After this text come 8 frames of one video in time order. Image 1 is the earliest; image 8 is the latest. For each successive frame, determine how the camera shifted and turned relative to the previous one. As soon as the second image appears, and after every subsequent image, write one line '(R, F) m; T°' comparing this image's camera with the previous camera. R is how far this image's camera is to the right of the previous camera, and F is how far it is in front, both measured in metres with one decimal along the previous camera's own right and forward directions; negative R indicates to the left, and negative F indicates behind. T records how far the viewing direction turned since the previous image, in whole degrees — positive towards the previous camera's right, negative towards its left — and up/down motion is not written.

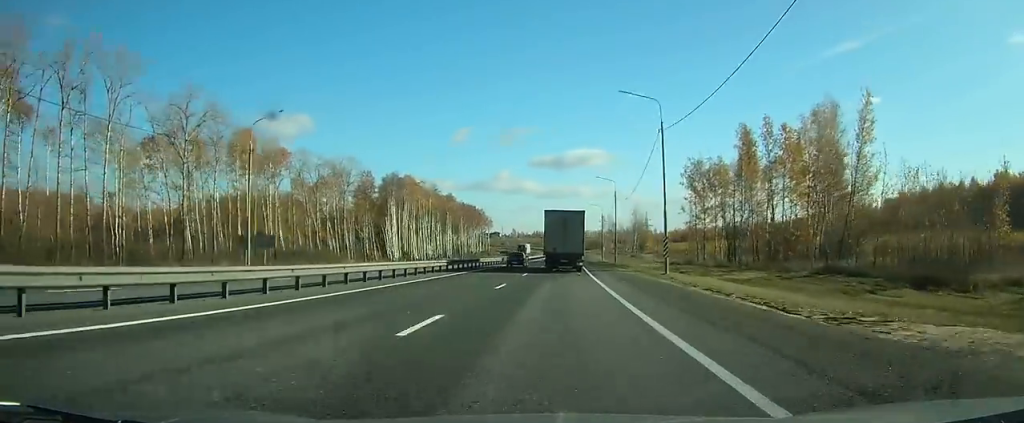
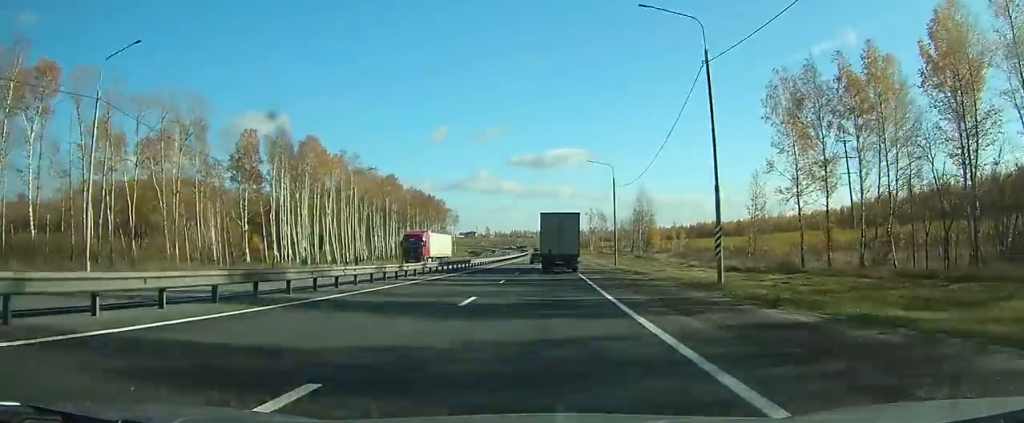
(+0.9, +54.7) m; +2°
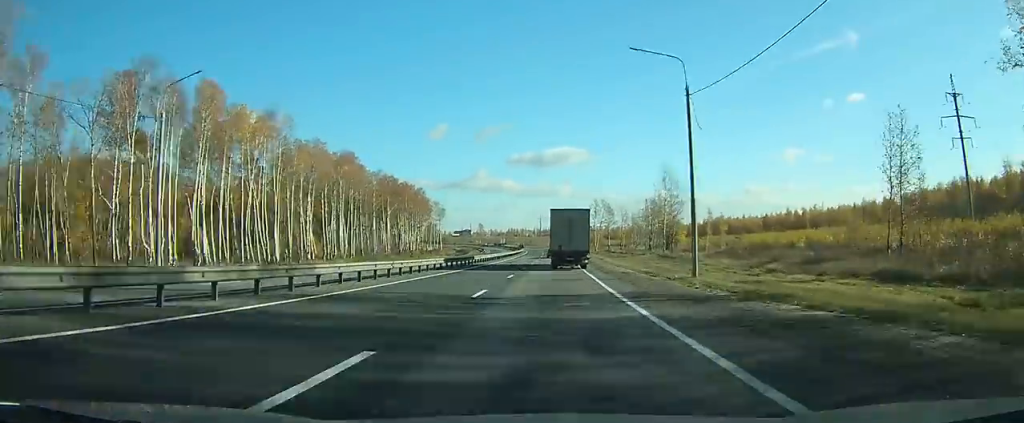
(+0.2, +32.9) m; 0°
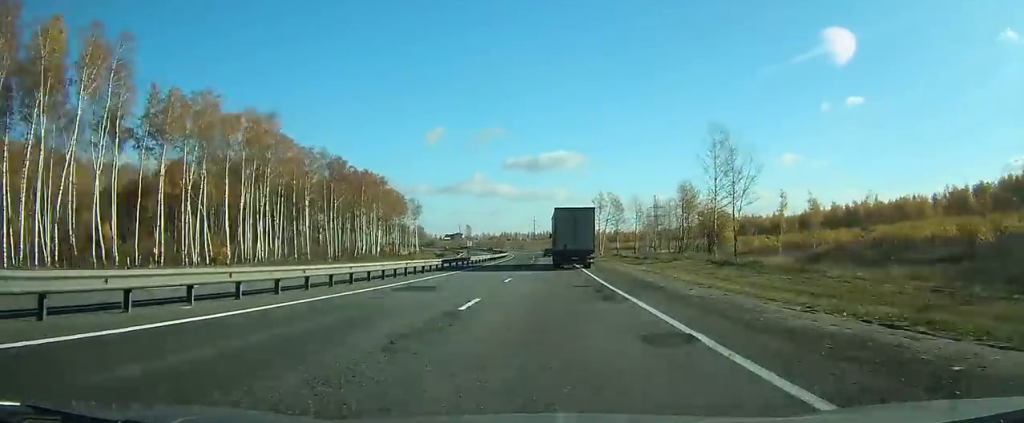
(+0.1, +37.0) m; 0°
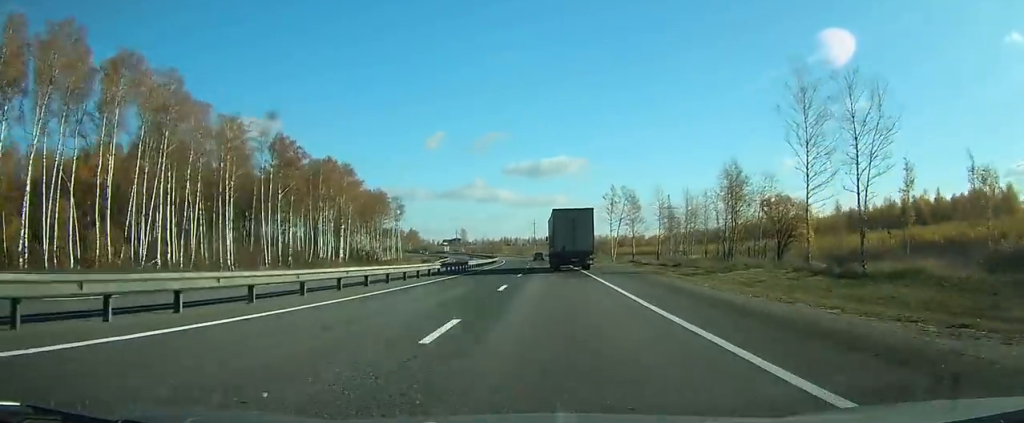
(+0.1, +27.4) m; 0°
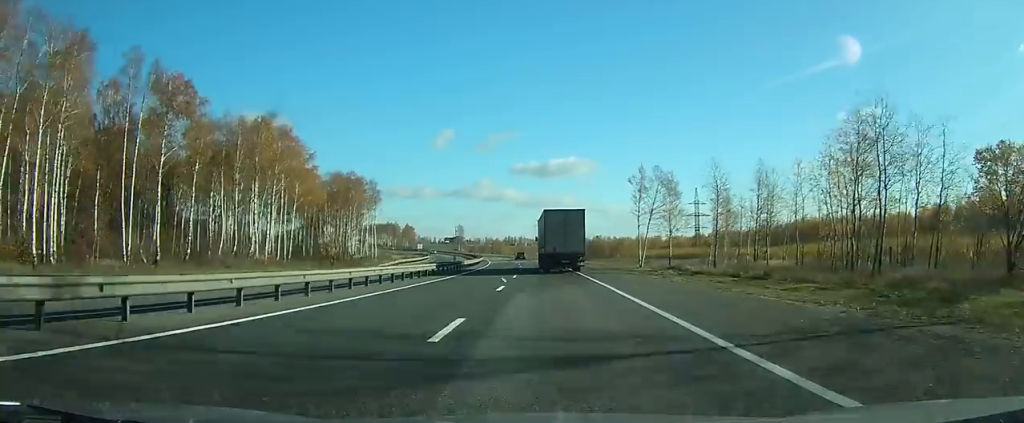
(+0.1, +37.1) m; -1°
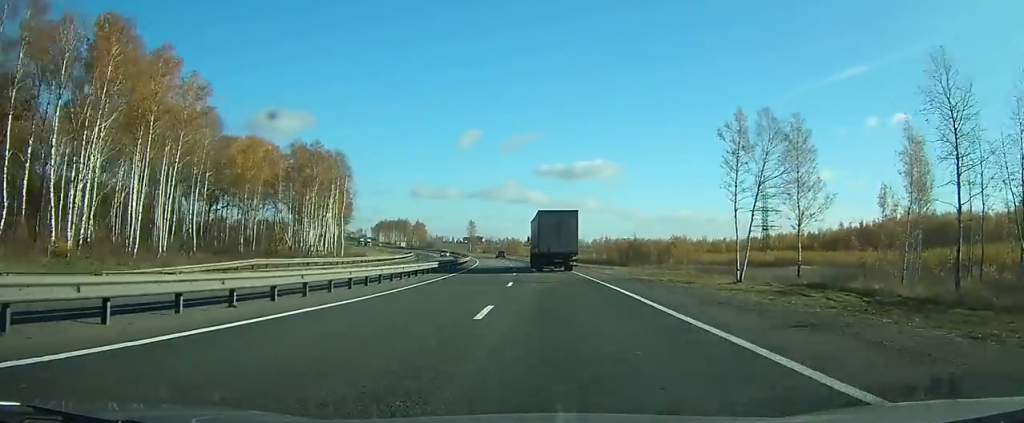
(-0.6, +47.6) m; -2°
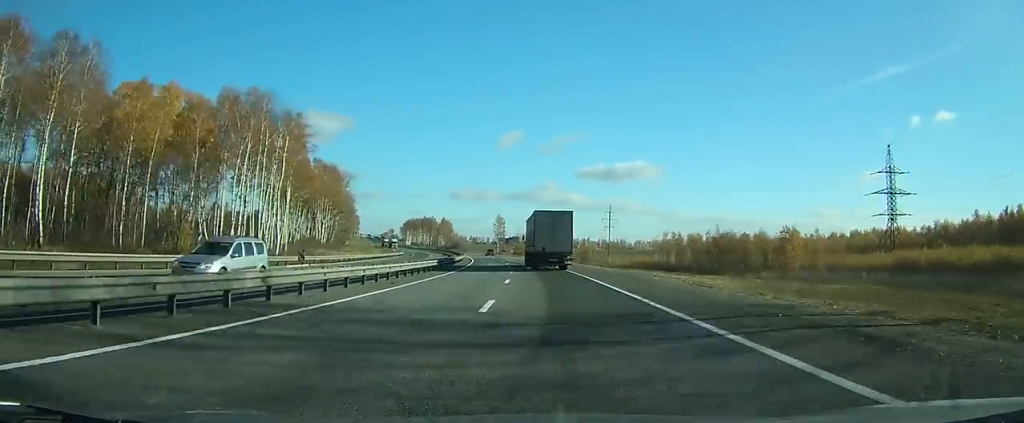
(-1.4, +47.4) m; -4°
